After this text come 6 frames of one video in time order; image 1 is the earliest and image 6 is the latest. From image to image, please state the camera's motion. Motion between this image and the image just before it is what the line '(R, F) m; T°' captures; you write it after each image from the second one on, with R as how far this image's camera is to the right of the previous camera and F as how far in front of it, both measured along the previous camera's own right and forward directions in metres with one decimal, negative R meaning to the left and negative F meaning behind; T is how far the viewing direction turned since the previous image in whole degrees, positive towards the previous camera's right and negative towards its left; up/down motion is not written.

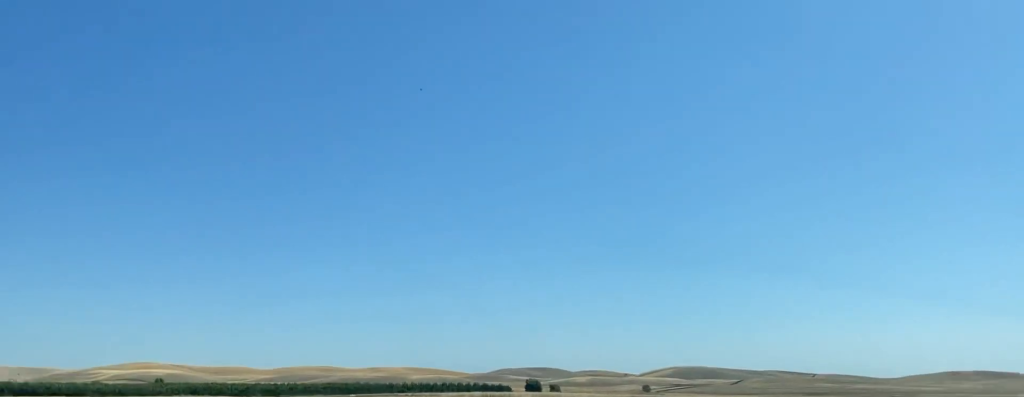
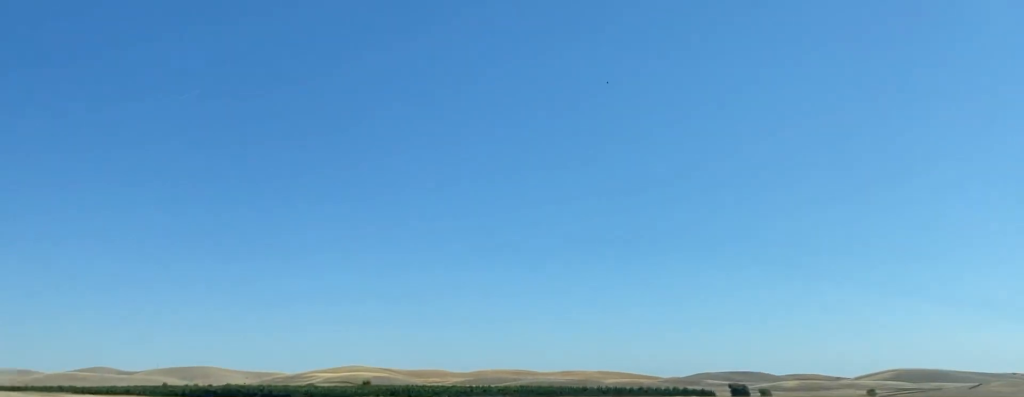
(-2.0, +24.0) m; -13°
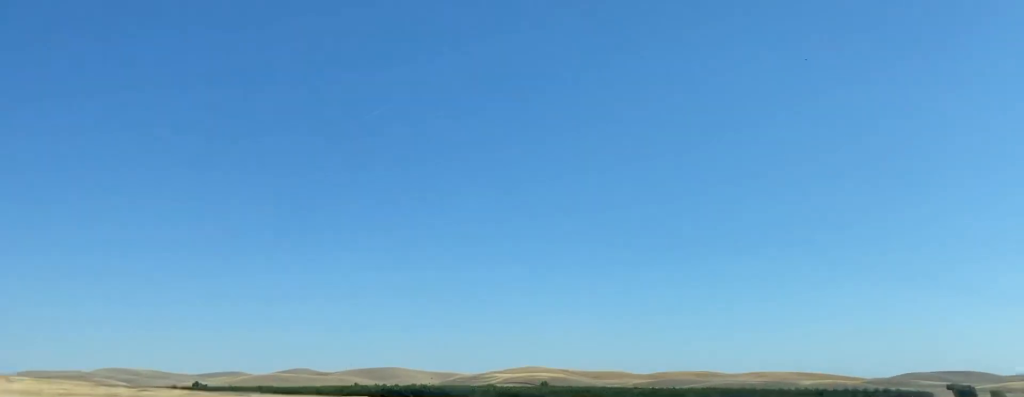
(-2.3, +18.9) m; -10°
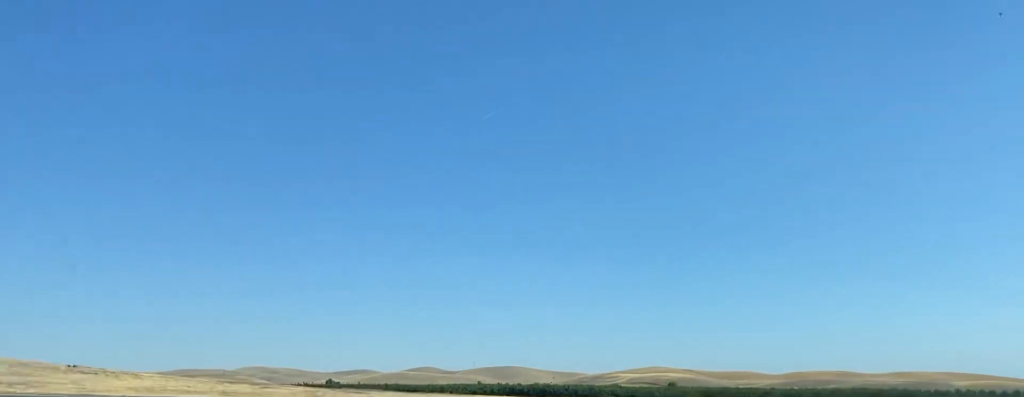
(-2.1, +21.0) m; -13°
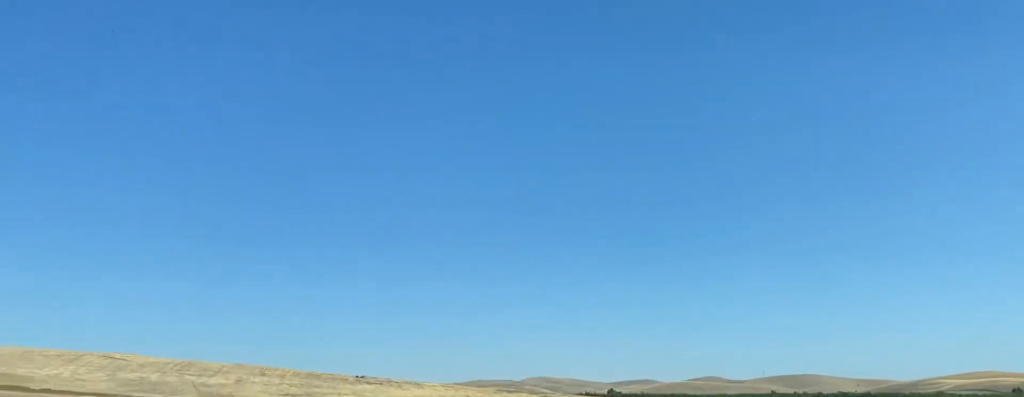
(-5.6, +31.1) m; -19°
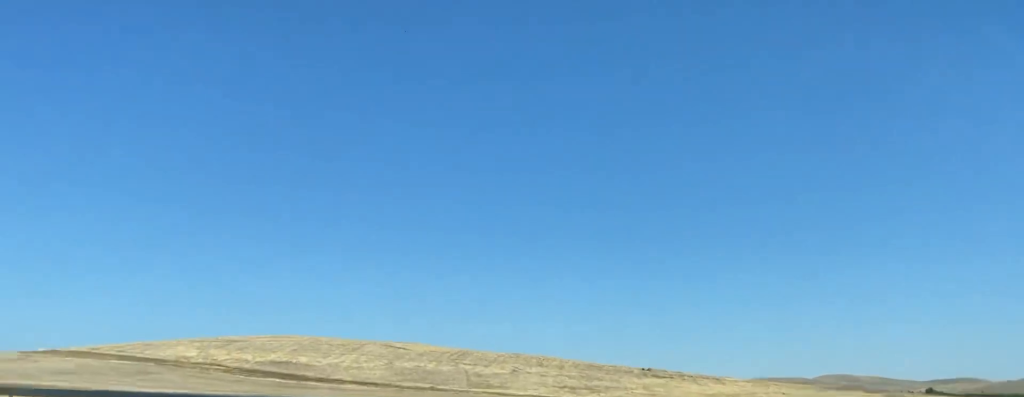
(-4.9, +32.4) m; -14°
